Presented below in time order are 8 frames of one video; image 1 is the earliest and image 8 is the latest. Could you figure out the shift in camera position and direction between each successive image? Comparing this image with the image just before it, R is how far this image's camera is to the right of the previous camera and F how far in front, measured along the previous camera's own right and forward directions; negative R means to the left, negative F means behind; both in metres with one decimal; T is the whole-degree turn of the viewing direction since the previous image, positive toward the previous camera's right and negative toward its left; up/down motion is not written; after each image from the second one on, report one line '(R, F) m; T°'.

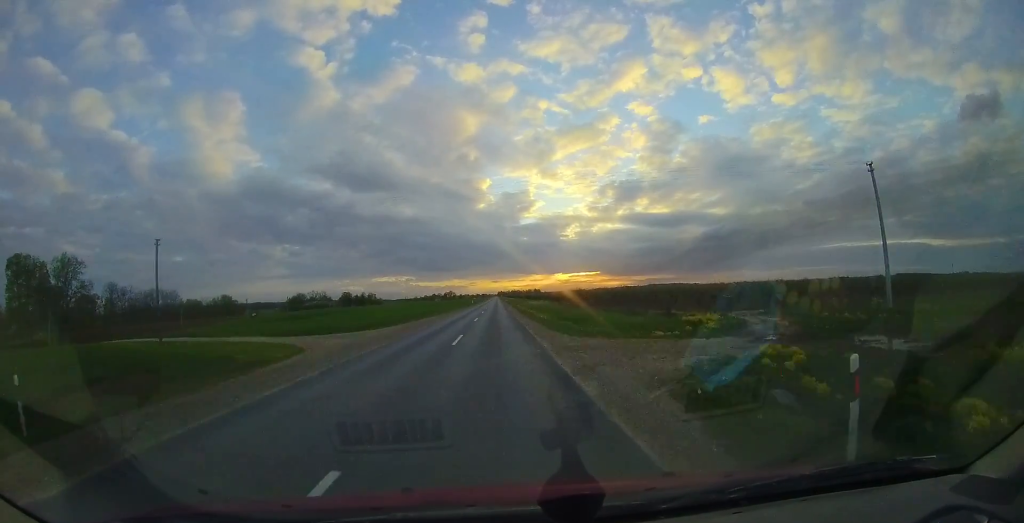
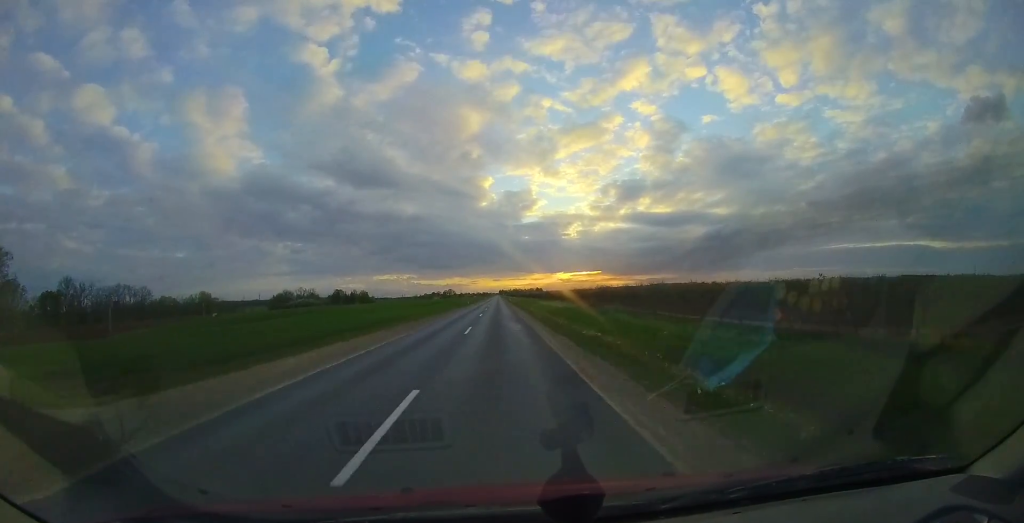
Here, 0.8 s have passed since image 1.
(0.0, +21.3) m; +1°
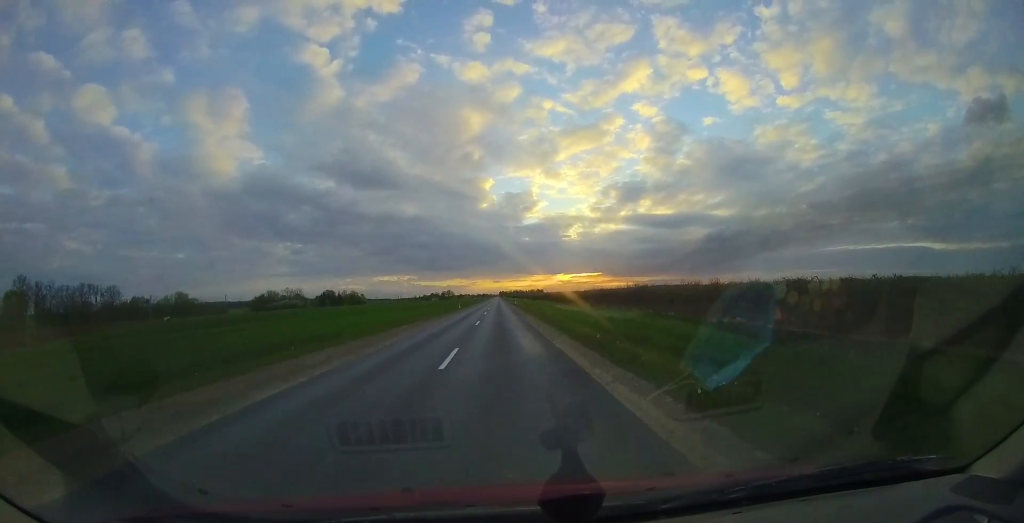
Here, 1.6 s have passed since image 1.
(+0.3, +19.9) m; +1°
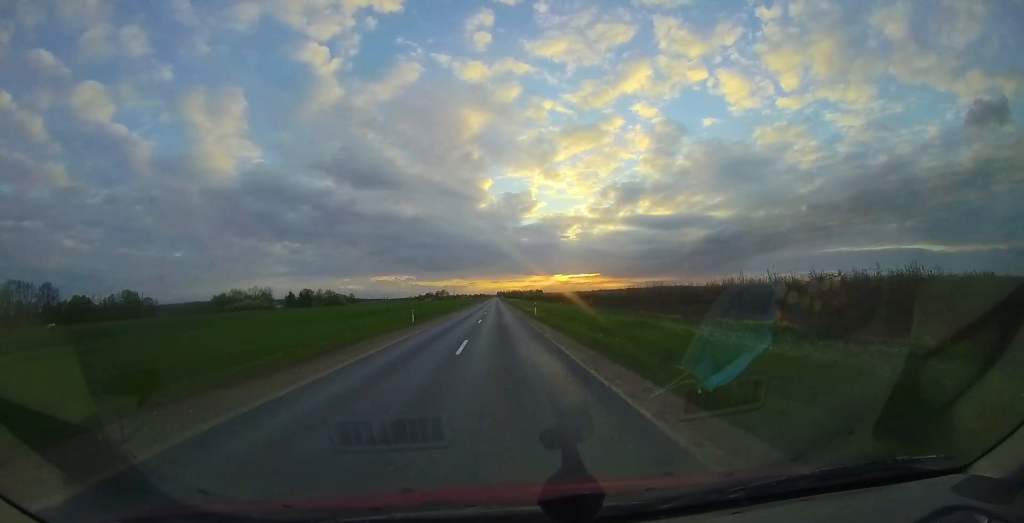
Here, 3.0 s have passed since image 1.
(-0.1, +33.8) m; -1°
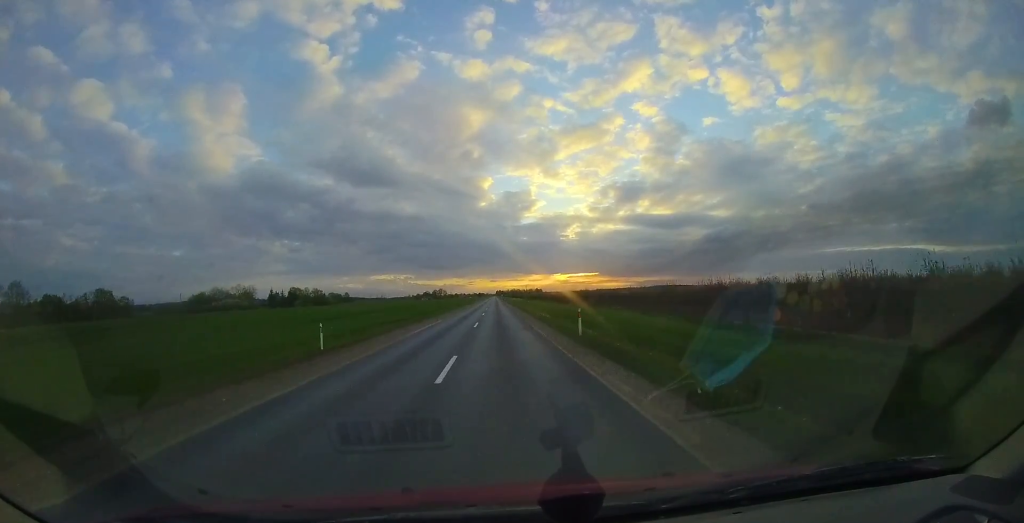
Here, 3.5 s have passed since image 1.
(0.0, +14.9) m; 0°
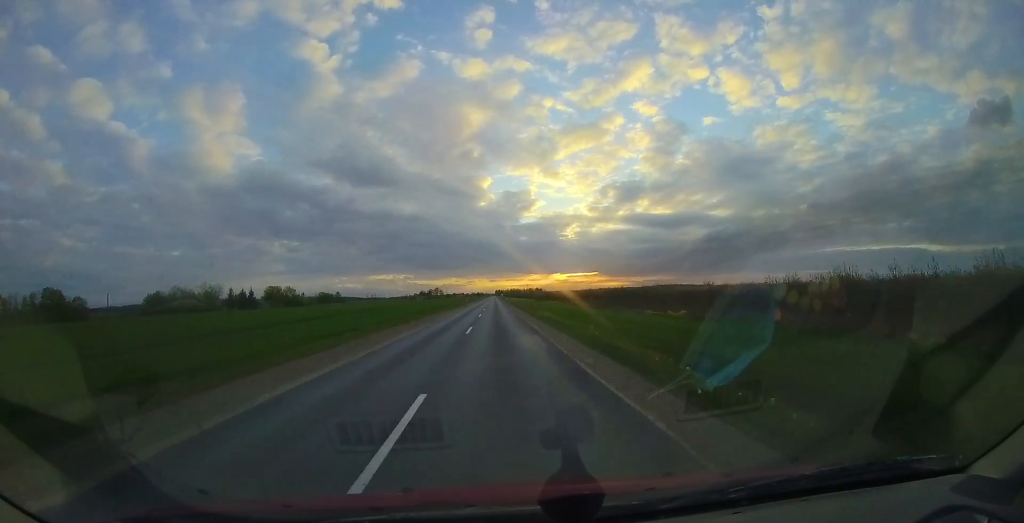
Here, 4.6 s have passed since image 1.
(+0.2, +28.1) m; 0°
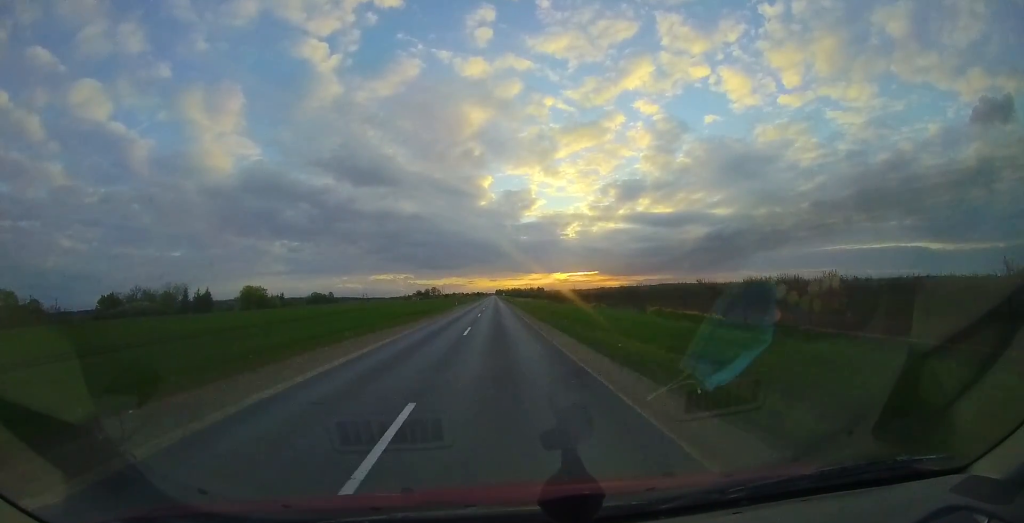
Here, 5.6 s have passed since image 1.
(-0.1, +25.1) m; 0°
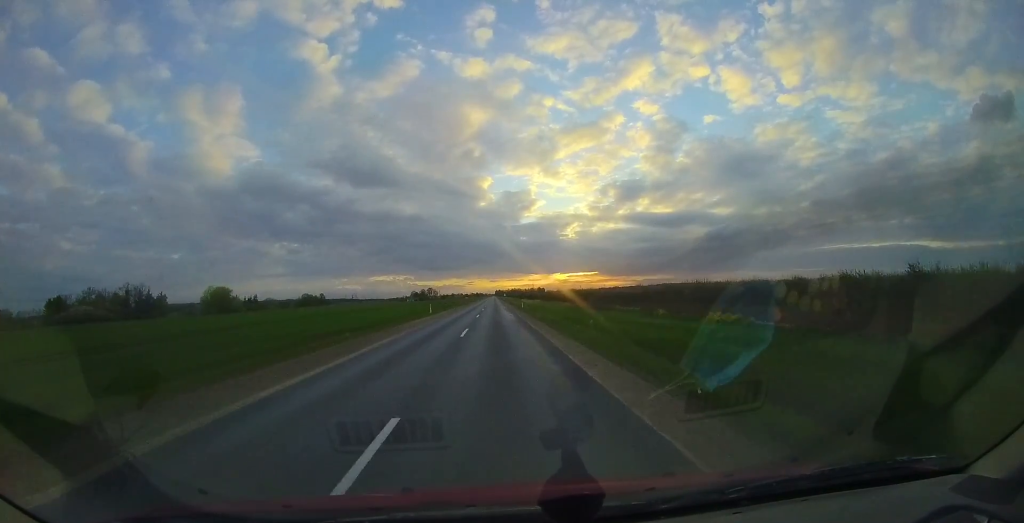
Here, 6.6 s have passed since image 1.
(-0.1, +24.1) m; 0°
